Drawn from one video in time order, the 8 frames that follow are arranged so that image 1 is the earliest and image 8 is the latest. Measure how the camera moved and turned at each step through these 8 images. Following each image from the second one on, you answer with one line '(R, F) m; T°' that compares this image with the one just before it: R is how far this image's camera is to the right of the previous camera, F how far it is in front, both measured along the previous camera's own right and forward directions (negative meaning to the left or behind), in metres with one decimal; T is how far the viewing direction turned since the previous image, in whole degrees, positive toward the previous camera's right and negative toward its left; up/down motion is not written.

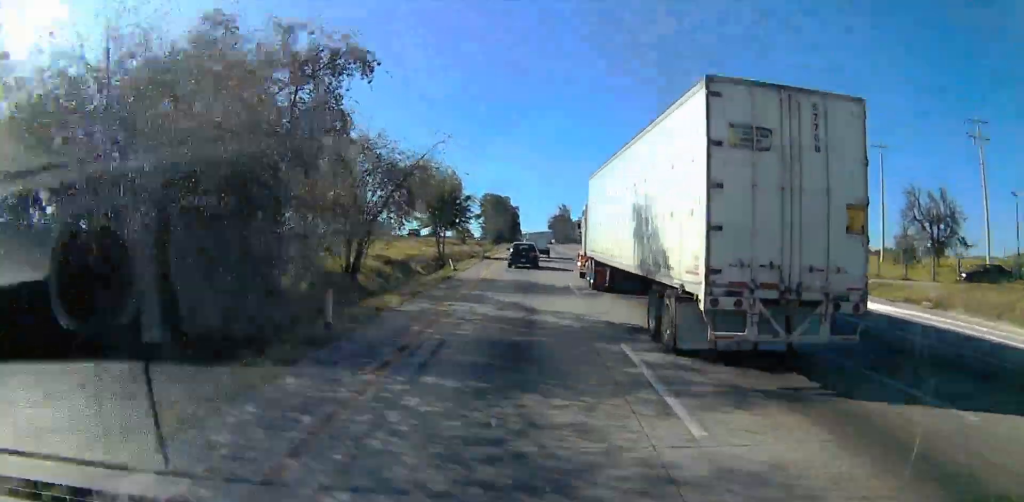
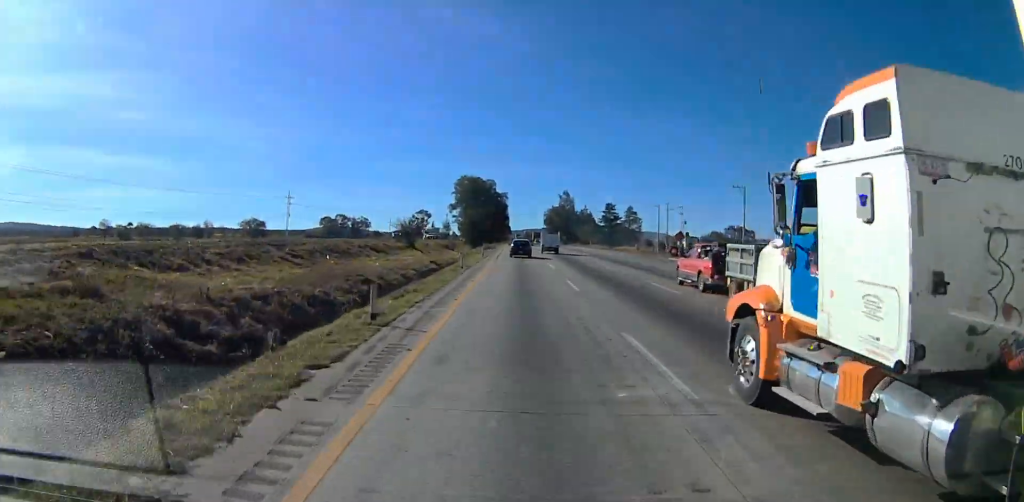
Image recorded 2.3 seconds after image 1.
(+0.9, +57.1) m; +2°
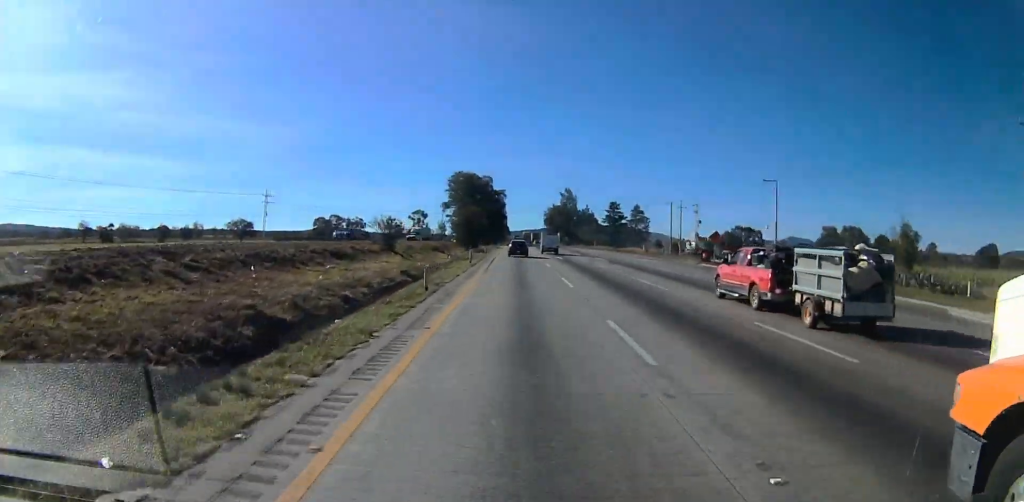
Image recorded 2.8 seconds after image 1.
(0.0, +12.5) m; 0°
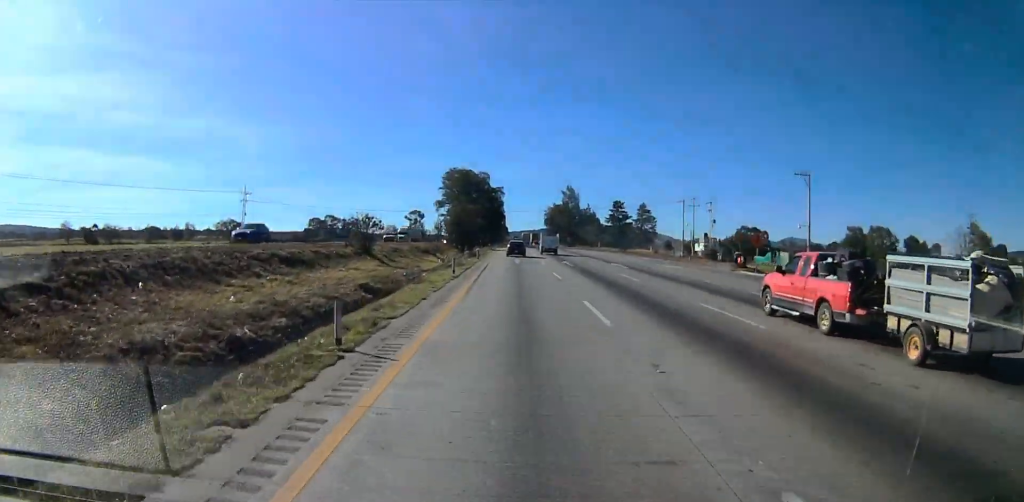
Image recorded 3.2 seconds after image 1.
(0.0, +10.0) m; 0°
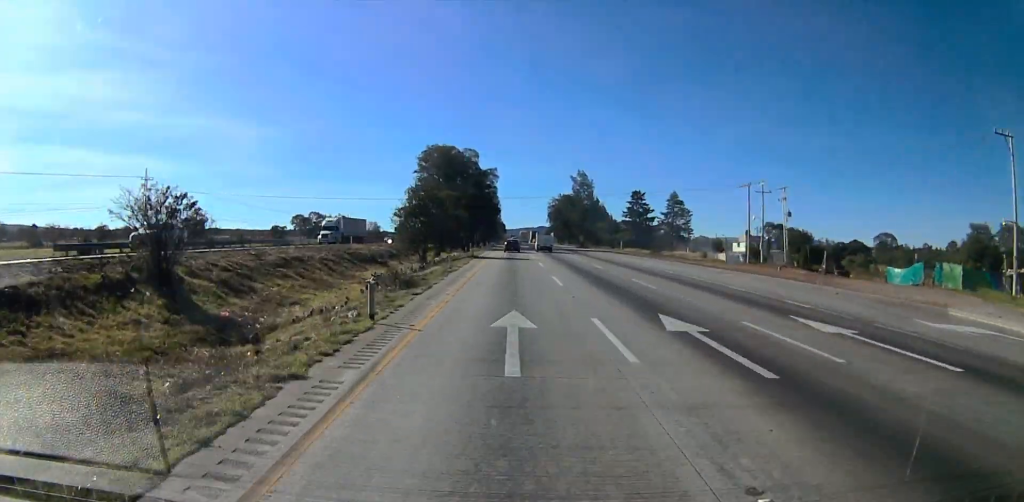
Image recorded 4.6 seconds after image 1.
(0.0, +34.3) m; 0°
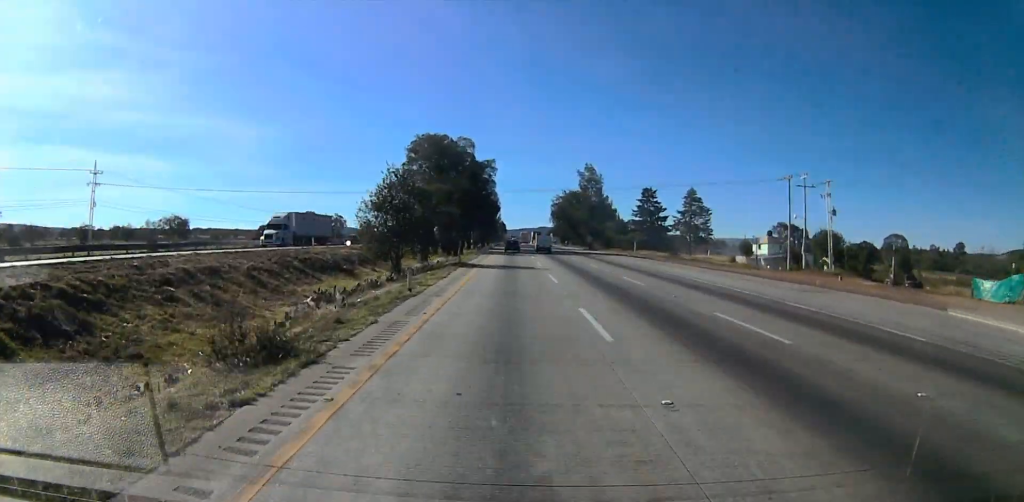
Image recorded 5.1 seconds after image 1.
(0.0, +12.6) m; 0°
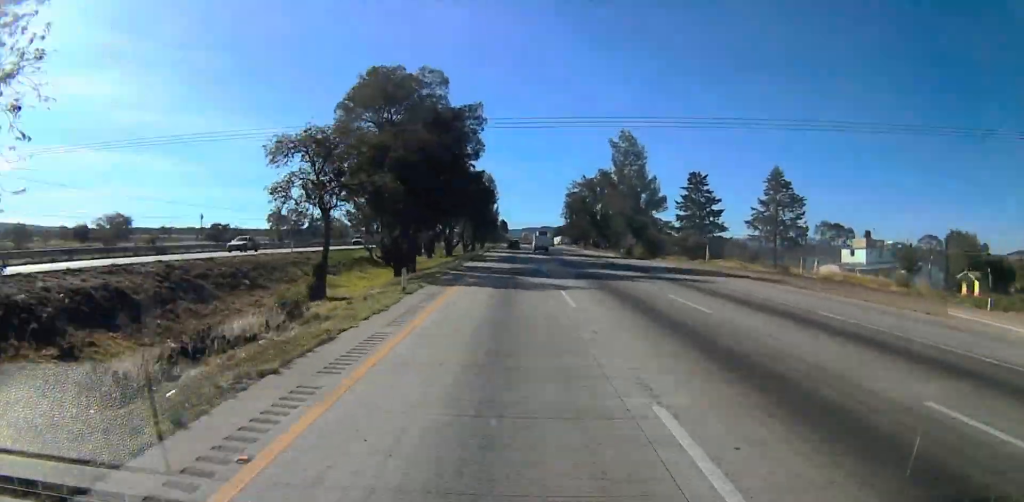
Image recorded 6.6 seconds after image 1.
(0.0, +37.8) m; 0°
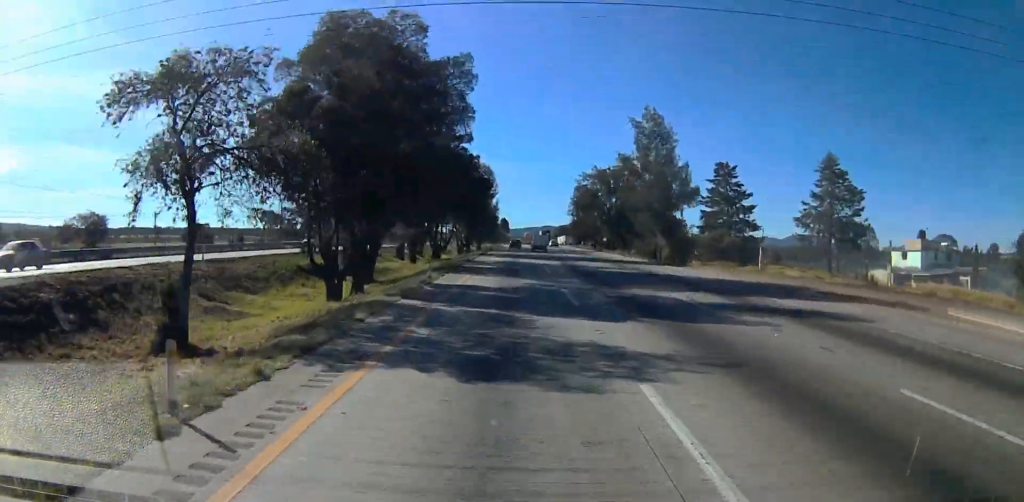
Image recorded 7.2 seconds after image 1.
(0.0, +14.3) m; 0°
